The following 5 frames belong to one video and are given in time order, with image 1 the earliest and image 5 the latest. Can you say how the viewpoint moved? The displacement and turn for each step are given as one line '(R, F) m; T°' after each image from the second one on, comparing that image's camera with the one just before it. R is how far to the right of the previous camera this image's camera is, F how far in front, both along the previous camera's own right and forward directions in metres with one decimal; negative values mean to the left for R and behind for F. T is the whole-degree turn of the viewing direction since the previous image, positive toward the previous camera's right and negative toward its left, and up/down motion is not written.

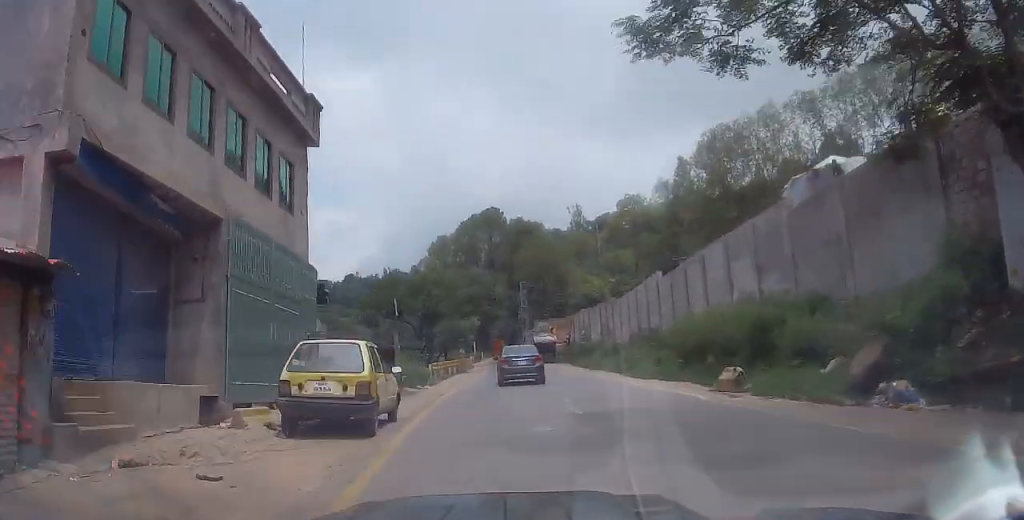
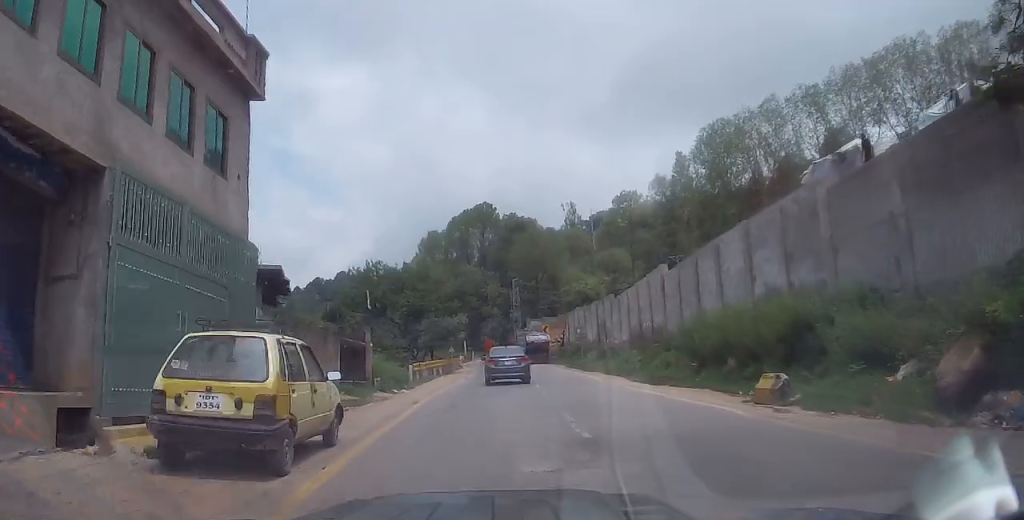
(0.0, +3.1) m; 0°
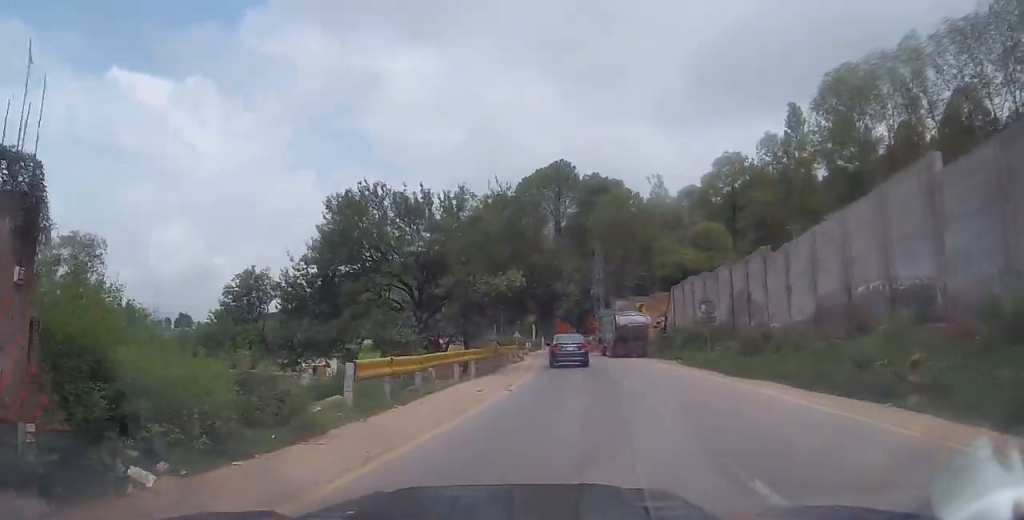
(-1.2, +17.8) m; -6°
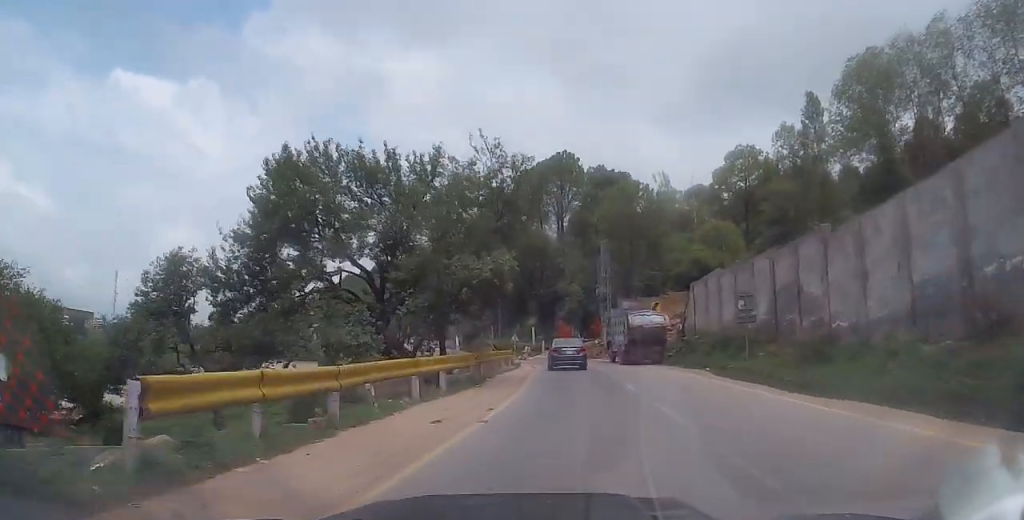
(+0.4, +5.9) m; +2°
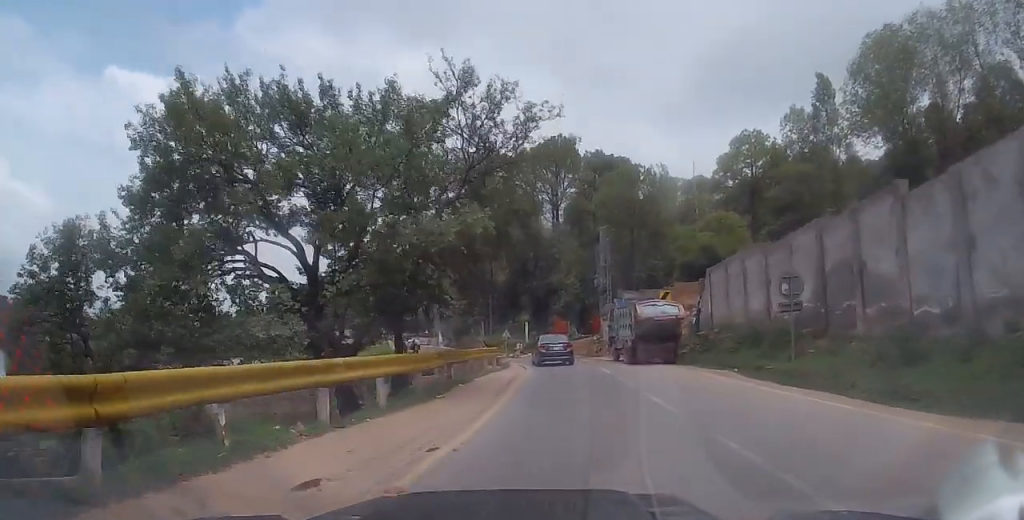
(0.0, +5.1) m; -1°
